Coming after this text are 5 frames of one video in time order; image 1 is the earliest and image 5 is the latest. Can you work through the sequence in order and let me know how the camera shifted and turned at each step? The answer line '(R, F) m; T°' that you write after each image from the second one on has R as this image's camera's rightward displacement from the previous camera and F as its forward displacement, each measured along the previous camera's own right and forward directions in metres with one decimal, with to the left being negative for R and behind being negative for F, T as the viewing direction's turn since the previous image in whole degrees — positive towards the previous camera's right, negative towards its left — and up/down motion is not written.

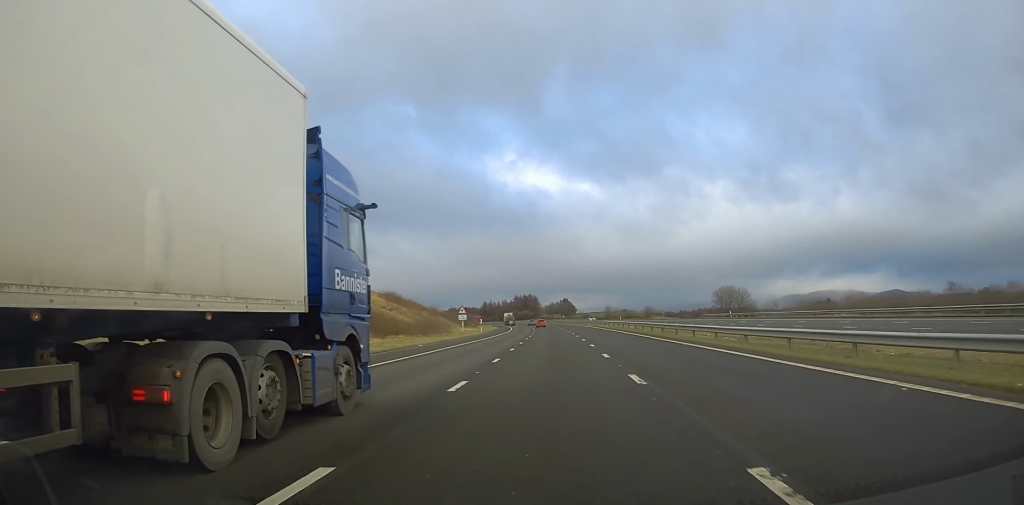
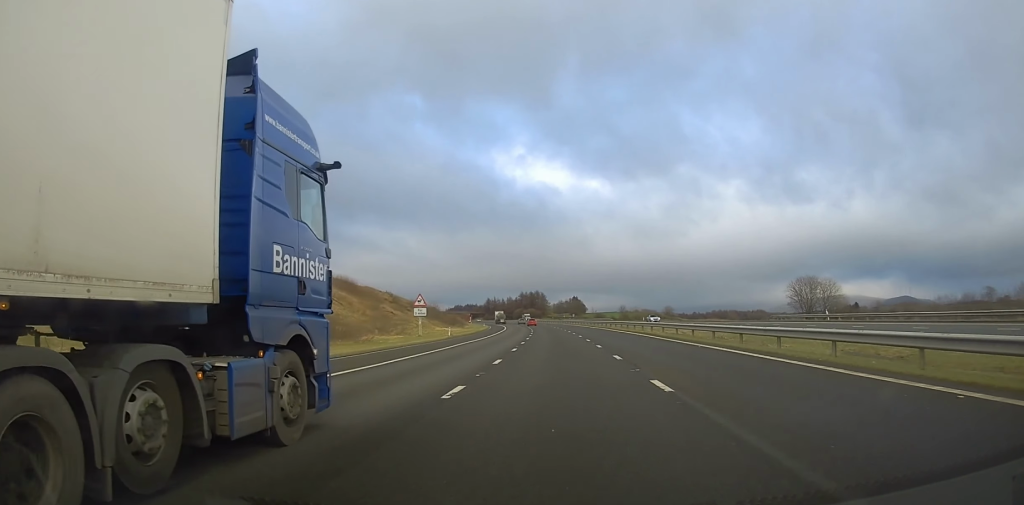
(+0.4, +37.8) m; 0°
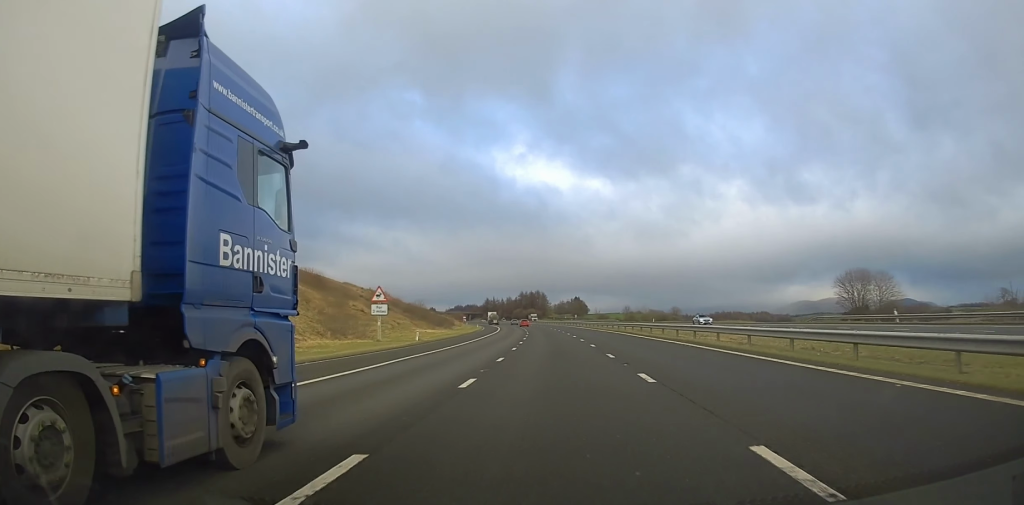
(-0.1, +15.7) m; 0°
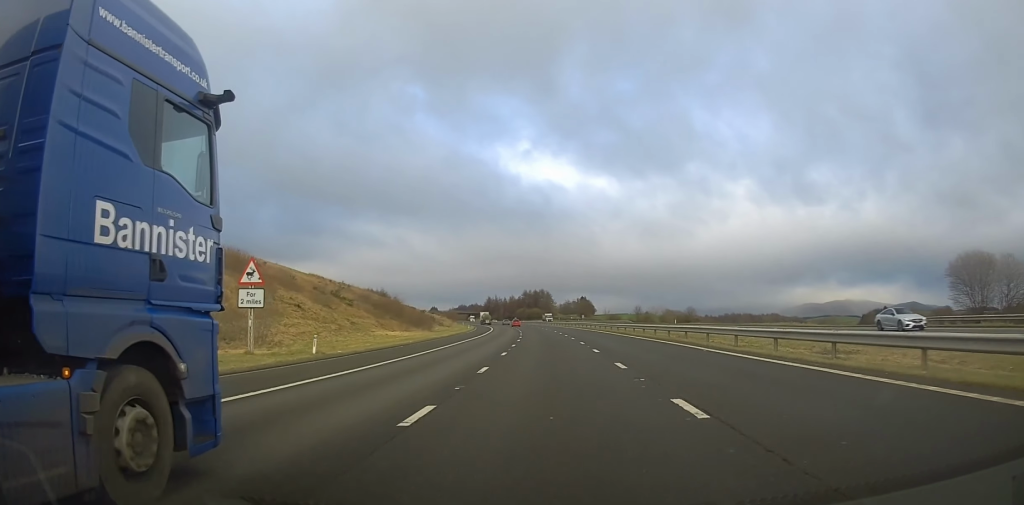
(0.0, +22.3) m; -1°
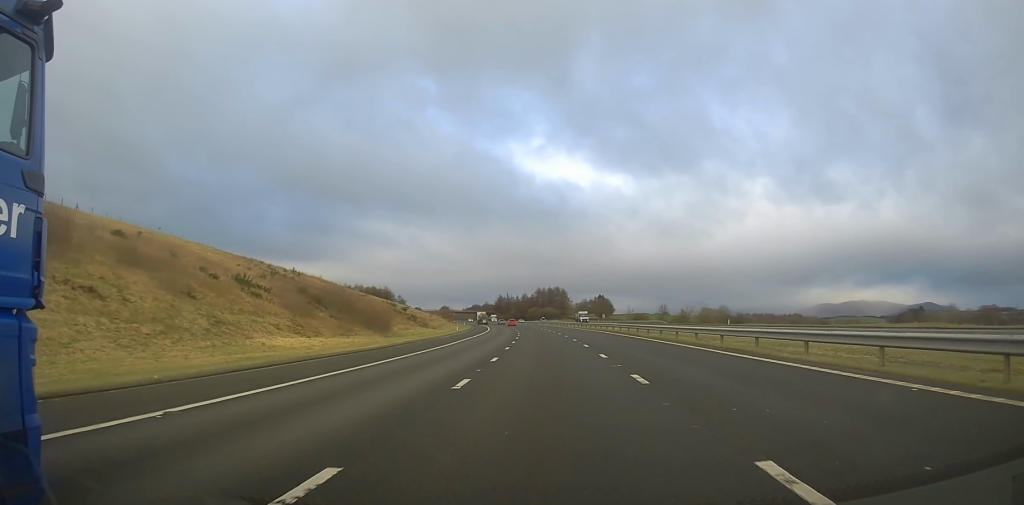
(-0.5, +31.5) m; -2°
